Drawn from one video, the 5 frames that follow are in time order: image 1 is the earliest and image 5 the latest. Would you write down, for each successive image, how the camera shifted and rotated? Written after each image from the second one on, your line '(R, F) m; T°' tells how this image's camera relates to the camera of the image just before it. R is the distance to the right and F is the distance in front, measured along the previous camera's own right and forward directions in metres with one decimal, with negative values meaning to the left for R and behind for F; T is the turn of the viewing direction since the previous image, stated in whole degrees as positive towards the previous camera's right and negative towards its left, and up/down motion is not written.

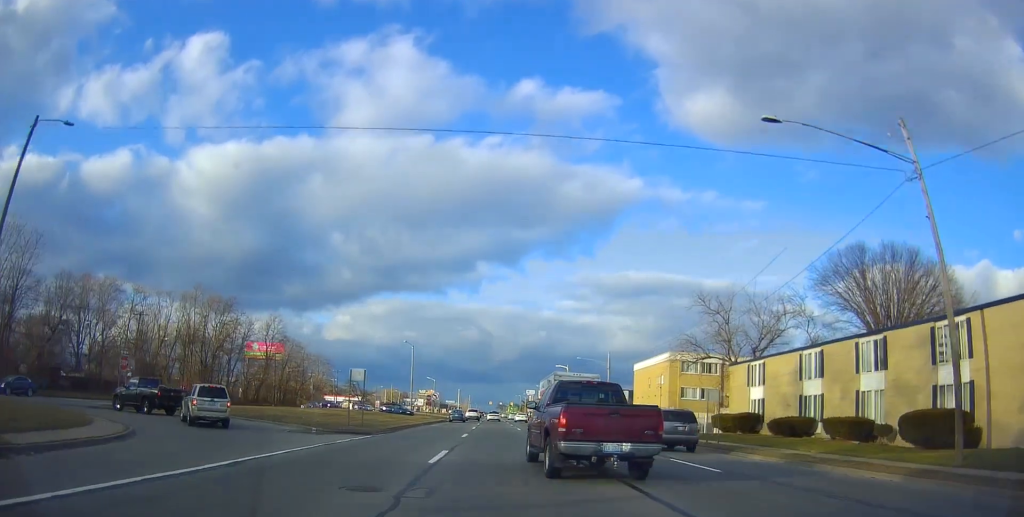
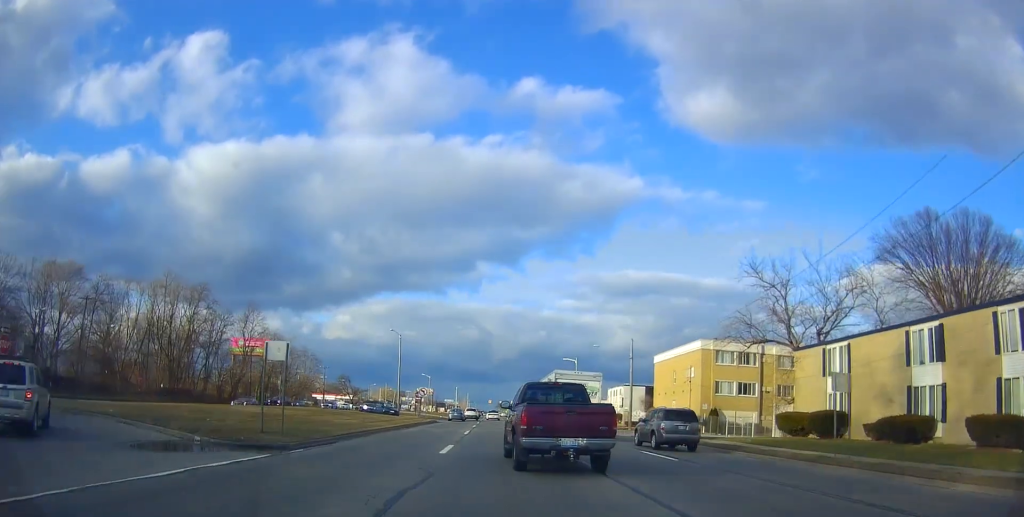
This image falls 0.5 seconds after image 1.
(-0.4, +12.2) m; 0°
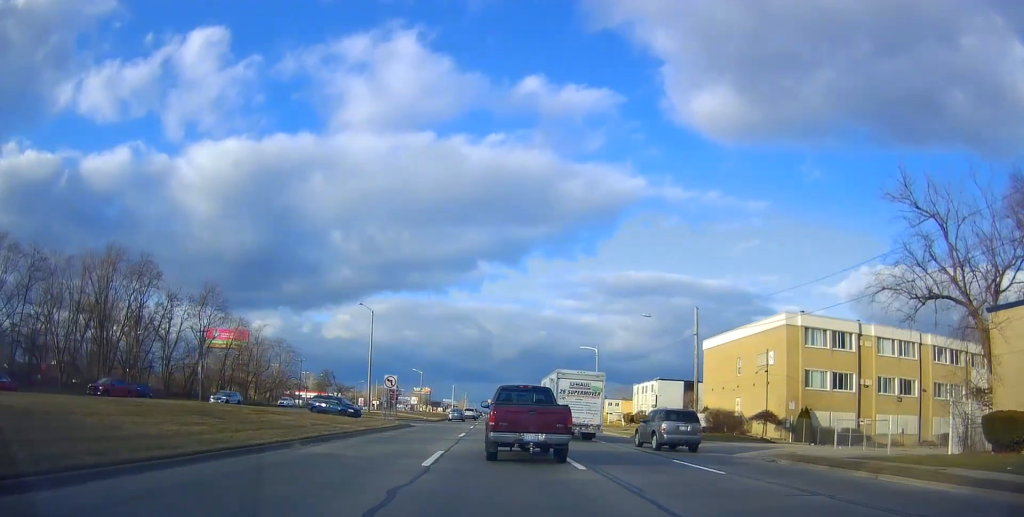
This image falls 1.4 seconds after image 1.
(+0.4, +19.5) m; +1°
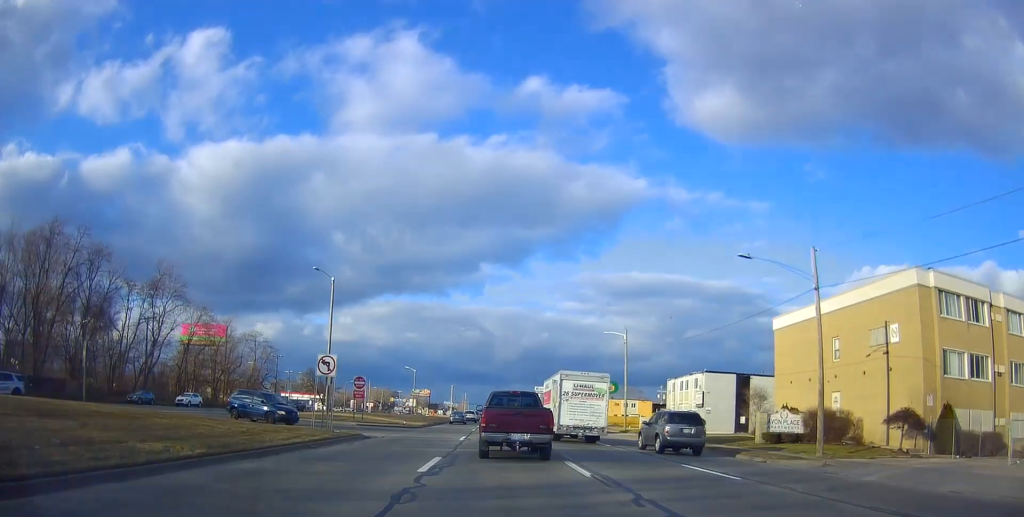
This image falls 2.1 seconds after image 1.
(0.0, +16.2) m; 0°
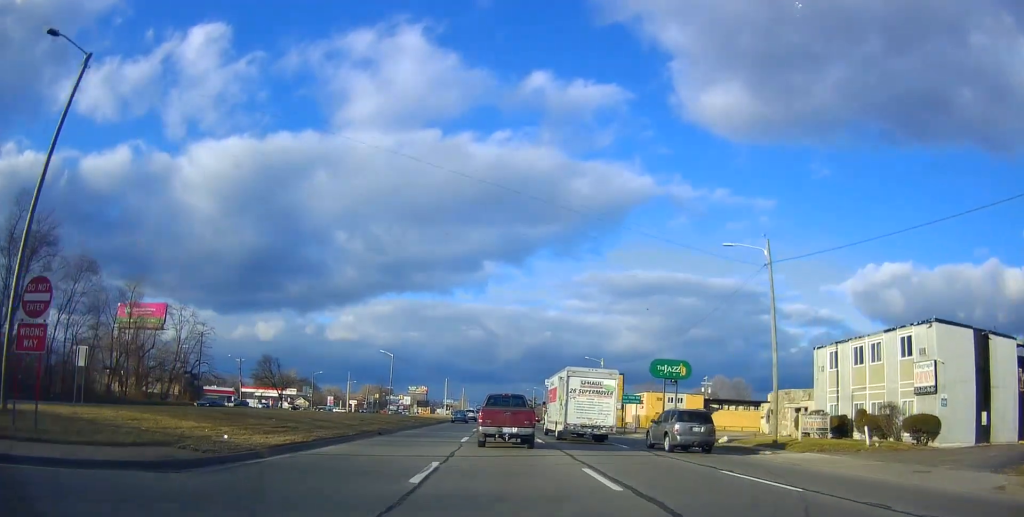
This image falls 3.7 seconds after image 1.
(+0.1, +33.4) m; -1°
